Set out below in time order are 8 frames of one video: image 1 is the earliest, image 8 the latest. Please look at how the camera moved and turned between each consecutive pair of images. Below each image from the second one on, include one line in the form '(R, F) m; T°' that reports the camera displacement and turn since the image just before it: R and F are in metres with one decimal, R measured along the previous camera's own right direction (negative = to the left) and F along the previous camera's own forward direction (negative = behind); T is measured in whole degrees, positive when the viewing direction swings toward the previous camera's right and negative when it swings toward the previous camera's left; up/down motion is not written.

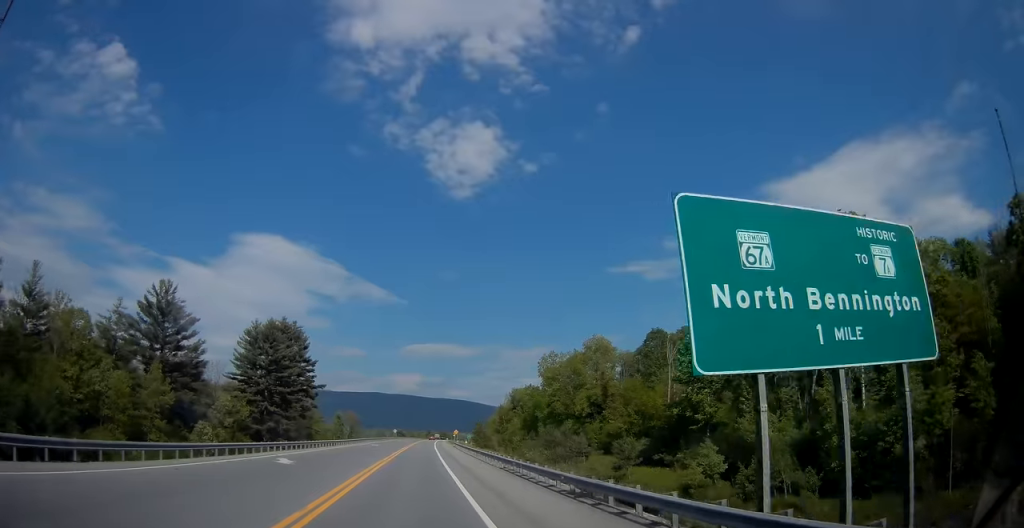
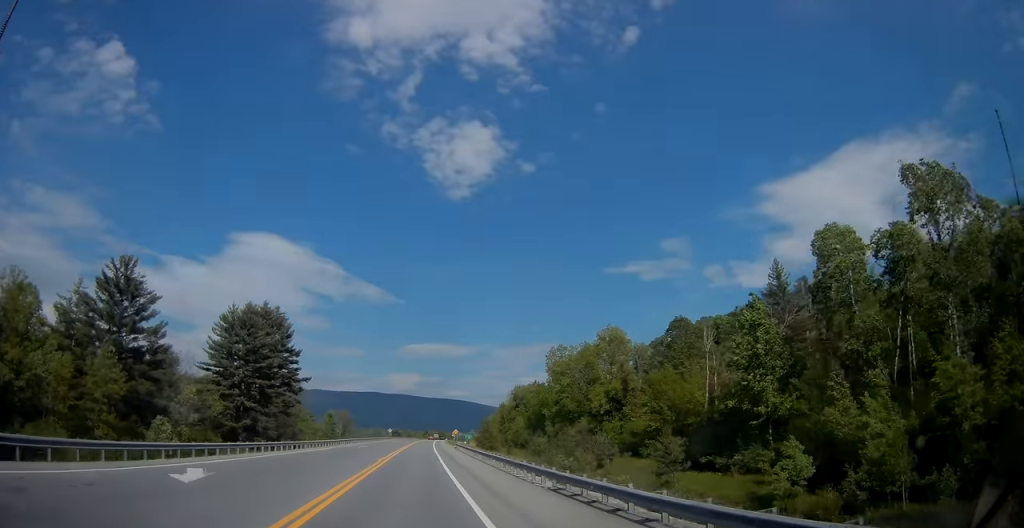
(-0.2, +13.1) m; 0°
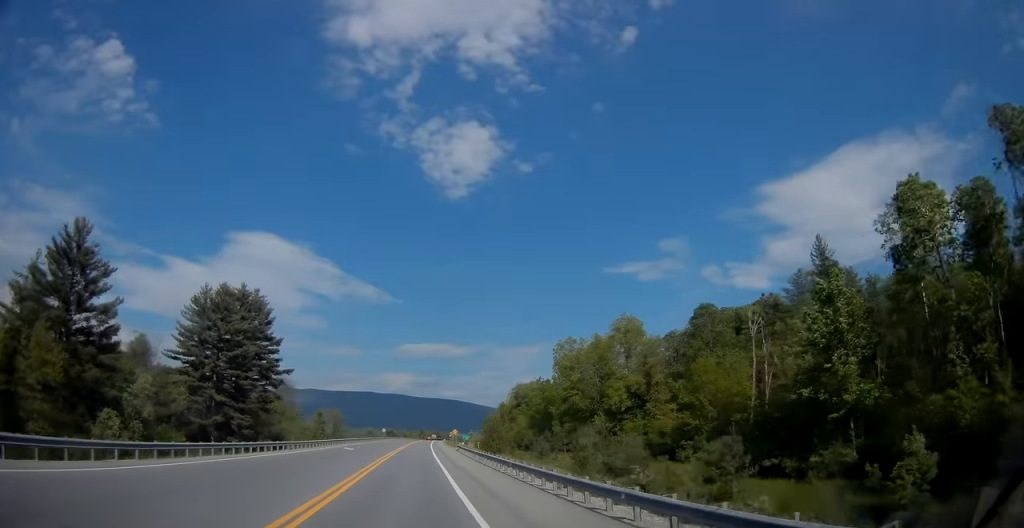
(+0.2, +12.3) m; +1°
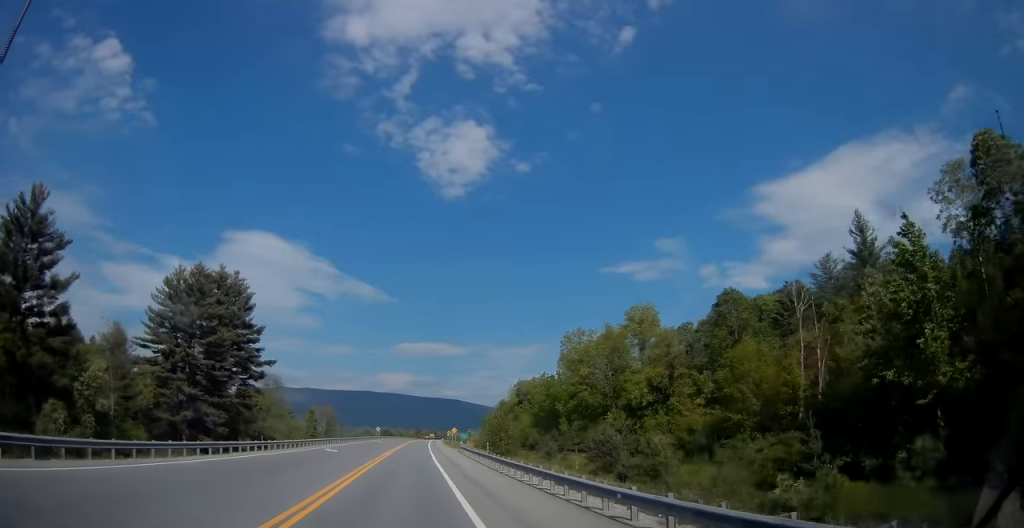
(0.0, +9.8) m; +1°
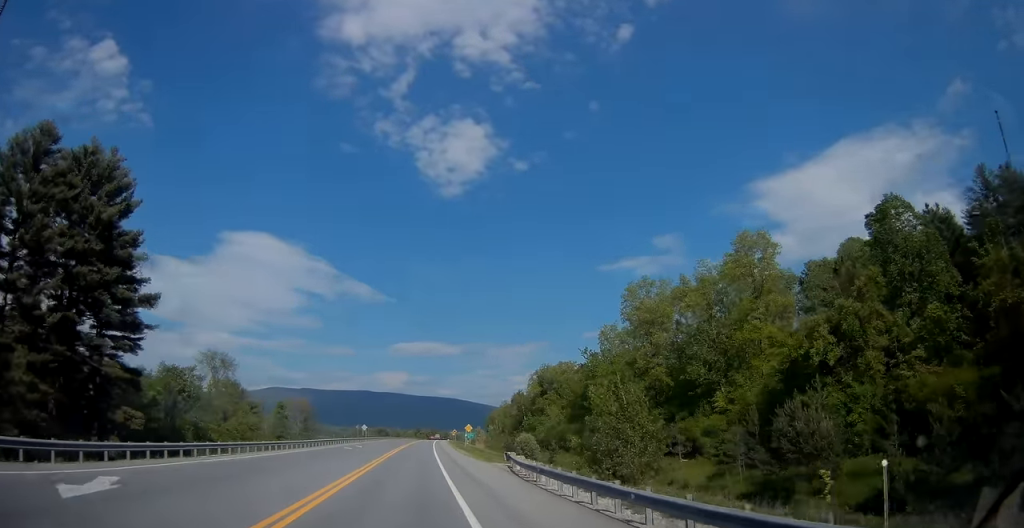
(+0.2, +39.3) m; -1°
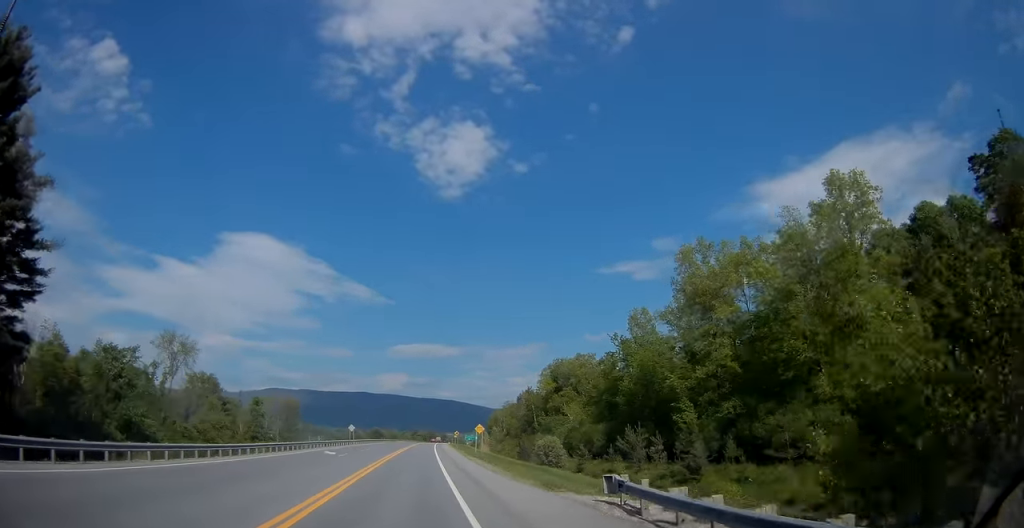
(-0.1, +19.1) m; 0°
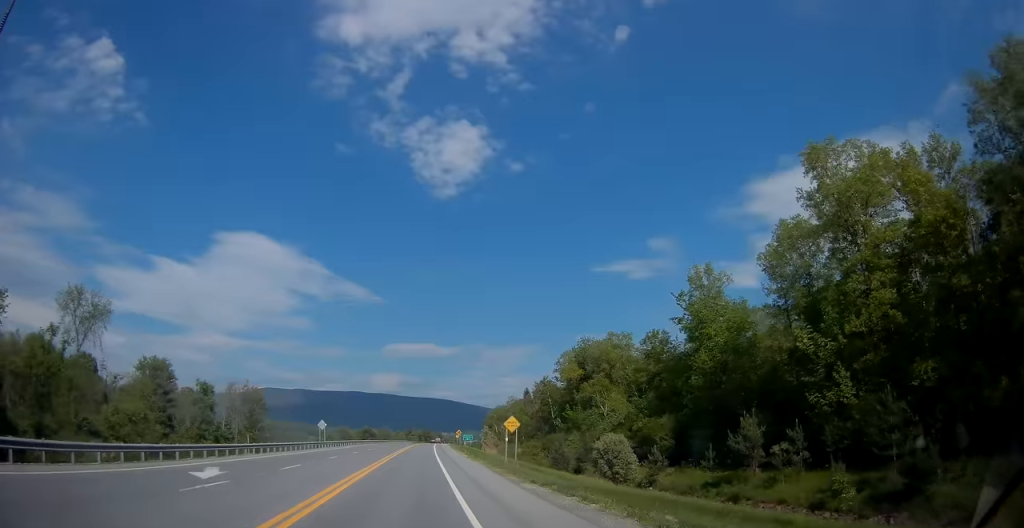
(+0.3, +27.0) m; +1°
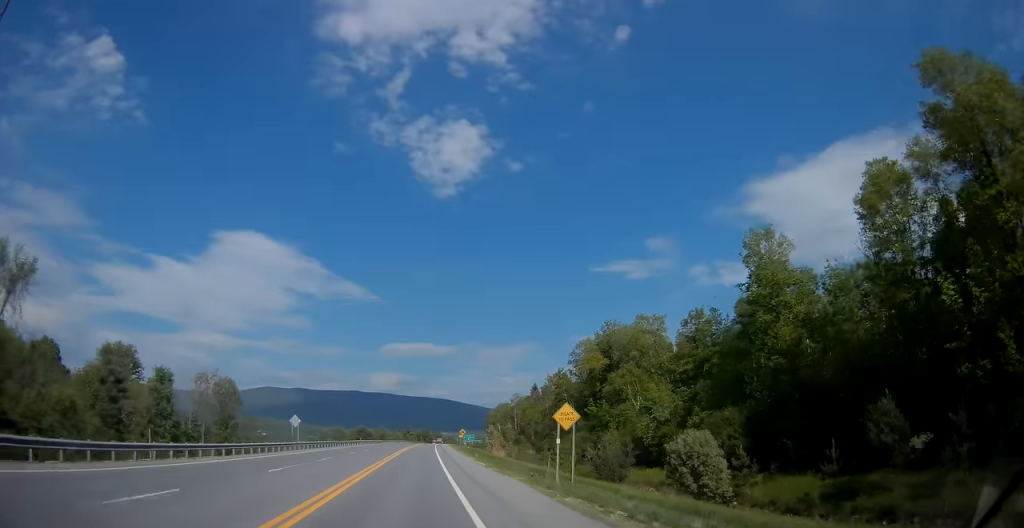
(+0.1, +15.9) m; +1°
